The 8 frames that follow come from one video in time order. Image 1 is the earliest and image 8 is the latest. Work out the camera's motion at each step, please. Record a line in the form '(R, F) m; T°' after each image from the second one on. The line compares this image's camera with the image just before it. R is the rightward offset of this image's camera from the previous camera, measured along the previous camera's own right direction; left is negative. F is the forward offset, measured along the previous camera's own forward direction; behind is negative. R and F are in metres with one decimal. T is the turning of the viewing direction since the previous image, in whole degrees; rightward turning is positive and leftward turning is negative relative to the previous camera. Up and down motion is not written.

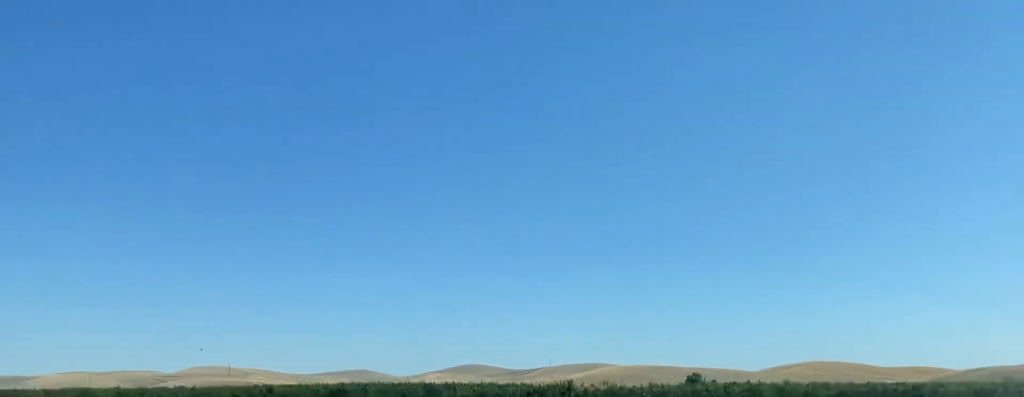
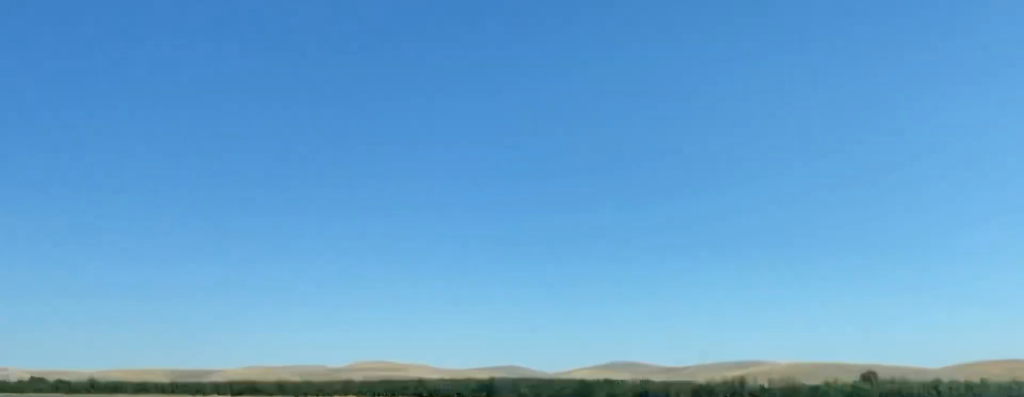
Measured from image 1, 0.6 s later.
(-2.5, +17.4) m; -10°
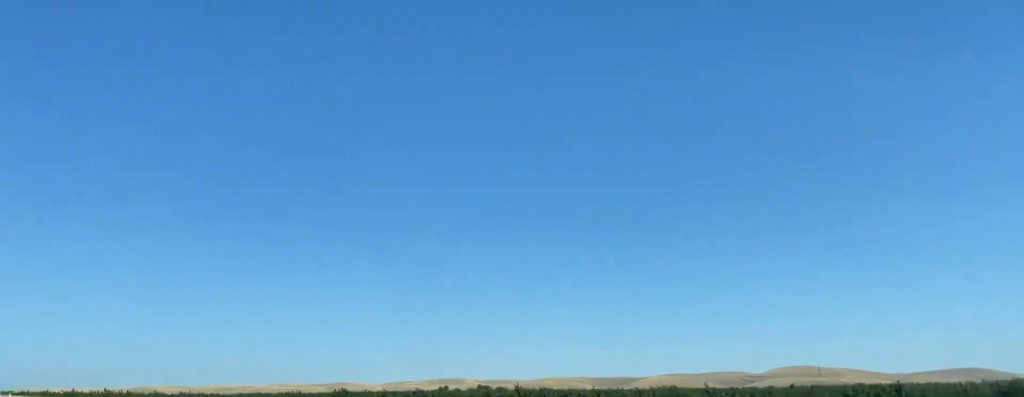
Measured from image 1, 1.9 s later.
(-5.2, +41.0) m; -20°
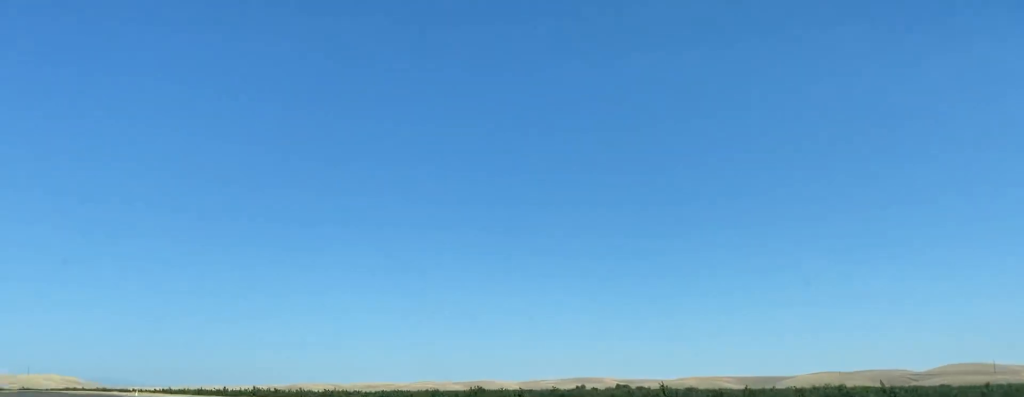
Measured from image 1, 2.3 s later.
(-1.0, +14.7) m; -9°
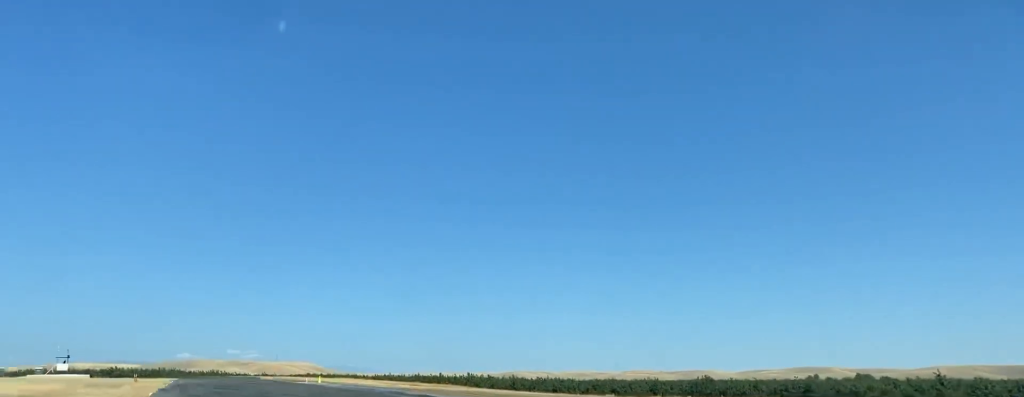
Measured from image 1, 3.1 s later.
(-4.1, +28.1) m; -7°
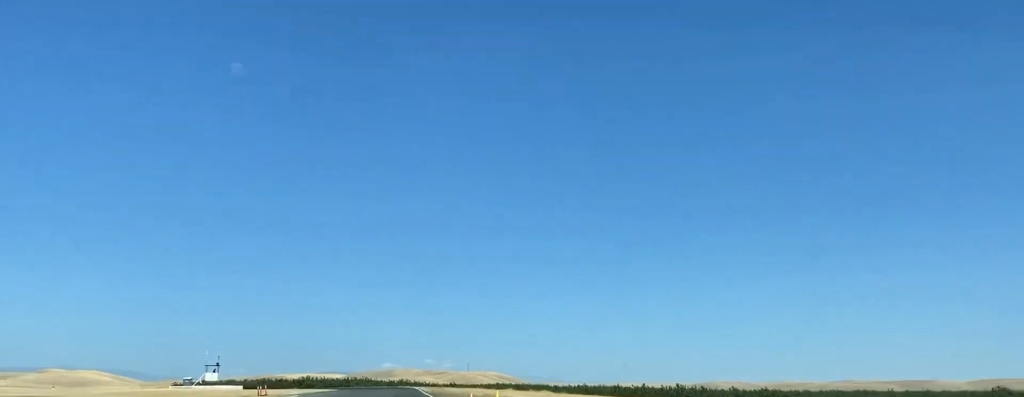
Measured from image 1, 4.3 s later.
(-0.7, +45.0) m; +2°
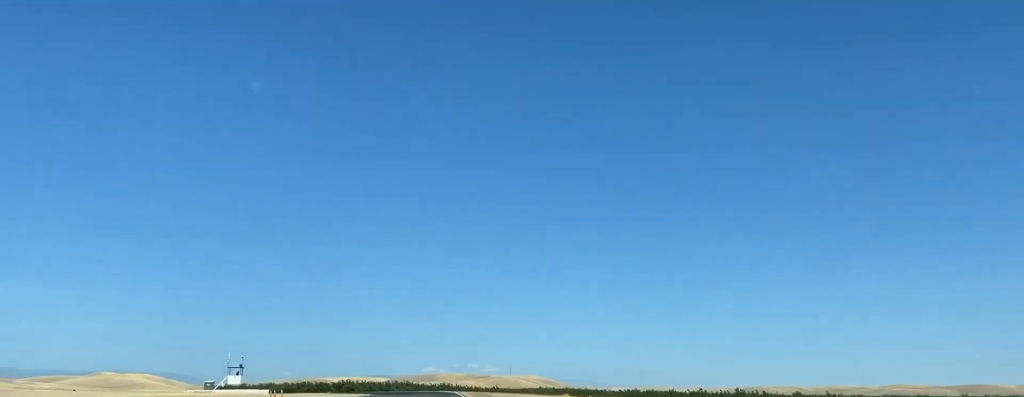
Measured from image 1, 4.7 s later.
(+0.2, +15.3) m; 0°
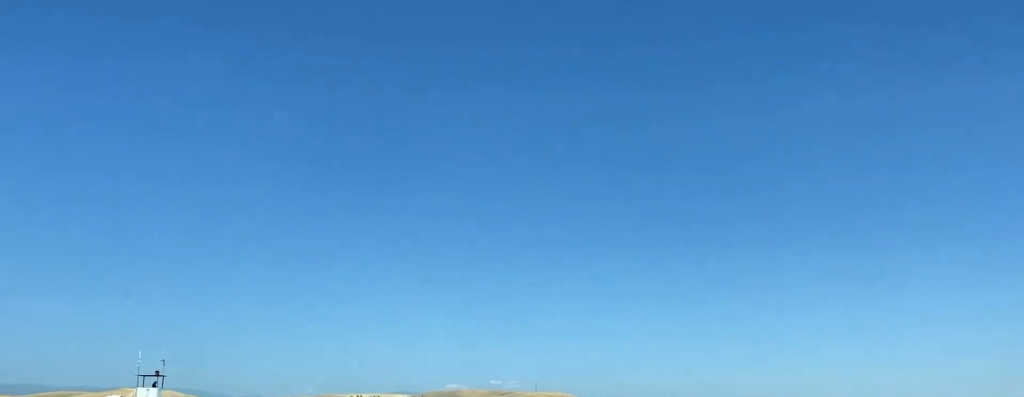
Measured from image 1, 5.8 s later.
(-0.6, +43.2) m; -5°
